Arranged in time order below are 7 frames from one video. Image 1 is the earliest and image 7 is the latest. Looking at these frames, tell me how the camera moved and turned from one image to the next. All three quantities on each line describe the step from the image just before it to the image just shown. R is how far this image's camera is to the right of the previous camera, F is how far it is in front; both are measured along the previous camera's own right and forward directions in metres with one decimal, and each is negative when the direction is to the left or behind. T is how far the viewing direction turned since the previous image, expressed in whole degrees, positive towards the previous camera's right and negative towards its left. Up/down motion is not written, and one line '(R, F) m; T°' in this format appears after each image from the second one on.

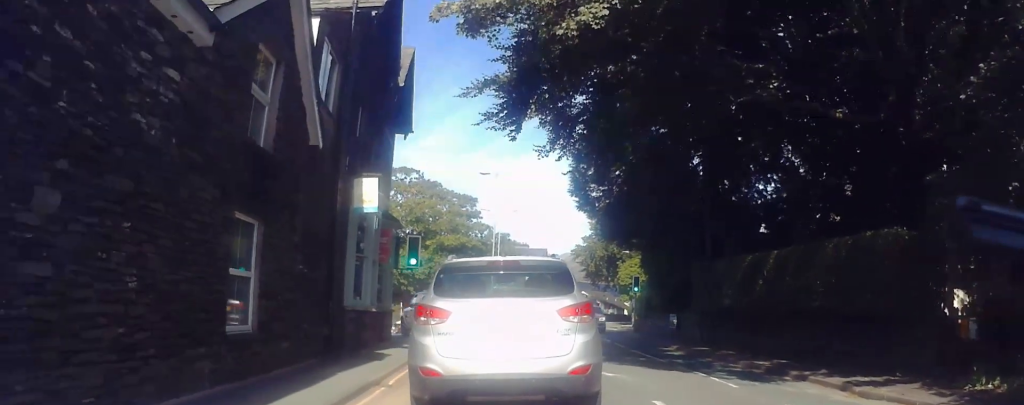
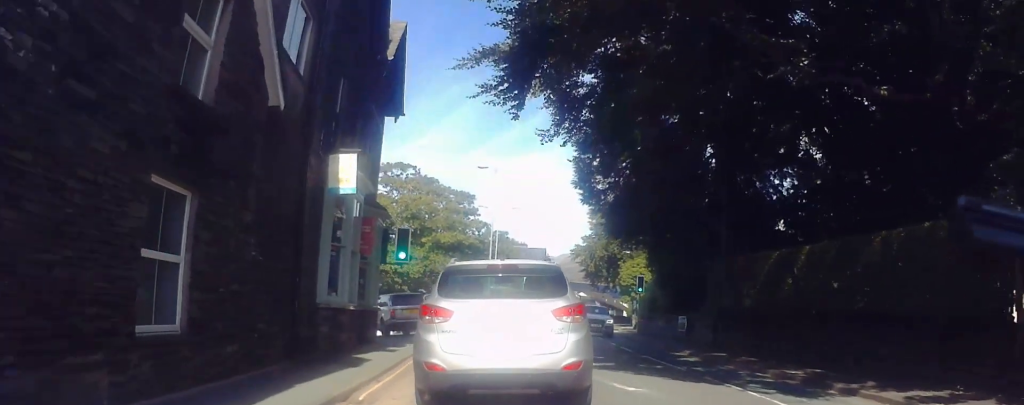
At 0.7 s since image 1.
(0.0, +0.4) m; 0°
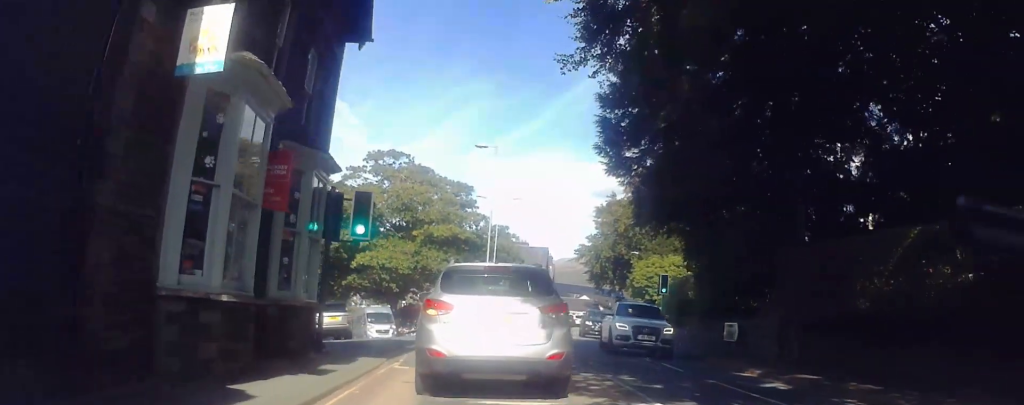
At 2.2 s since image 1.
(0.0, +1.4) m; -1°
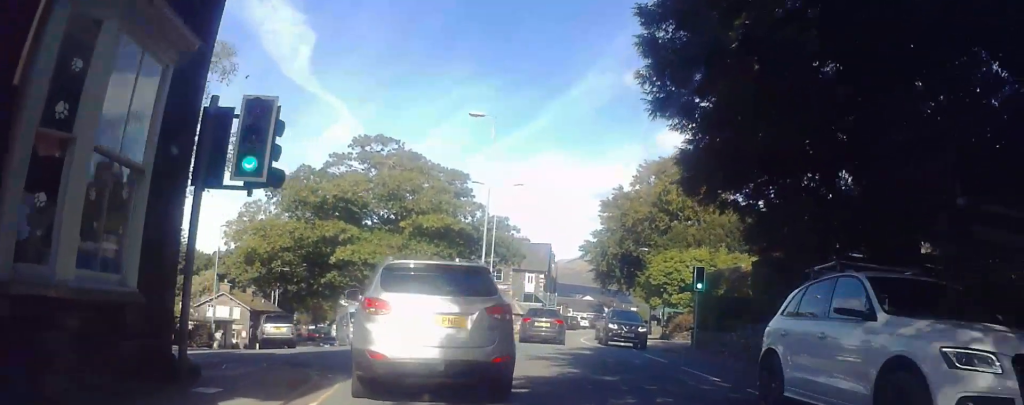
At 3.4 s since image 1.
(0.0, +4.3) m; 0°
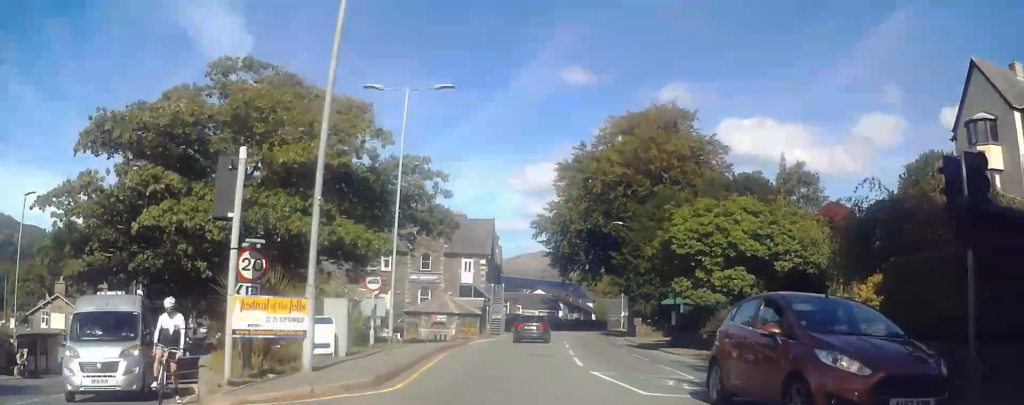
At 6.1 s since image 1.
(0.0, +20.9) m; +6°
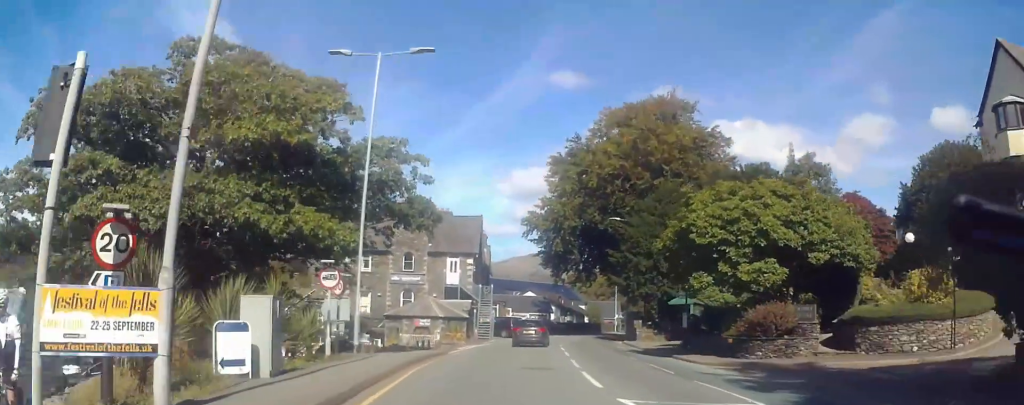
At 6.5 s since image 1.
(+0.2, +4.8) m; +2°
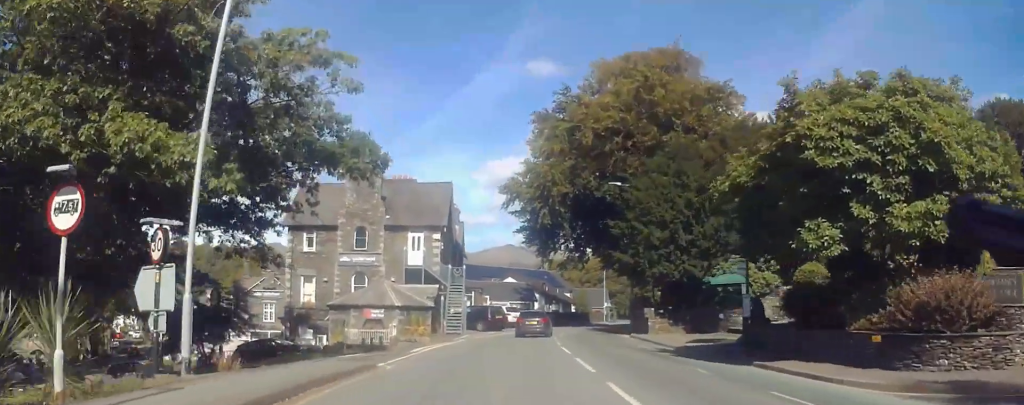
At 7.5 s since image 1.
(+0.6, +11.7) m; +3°
